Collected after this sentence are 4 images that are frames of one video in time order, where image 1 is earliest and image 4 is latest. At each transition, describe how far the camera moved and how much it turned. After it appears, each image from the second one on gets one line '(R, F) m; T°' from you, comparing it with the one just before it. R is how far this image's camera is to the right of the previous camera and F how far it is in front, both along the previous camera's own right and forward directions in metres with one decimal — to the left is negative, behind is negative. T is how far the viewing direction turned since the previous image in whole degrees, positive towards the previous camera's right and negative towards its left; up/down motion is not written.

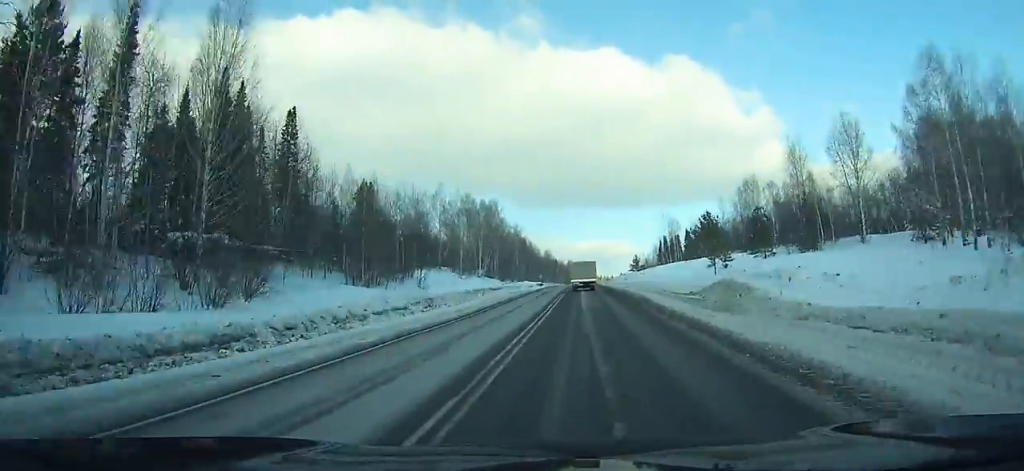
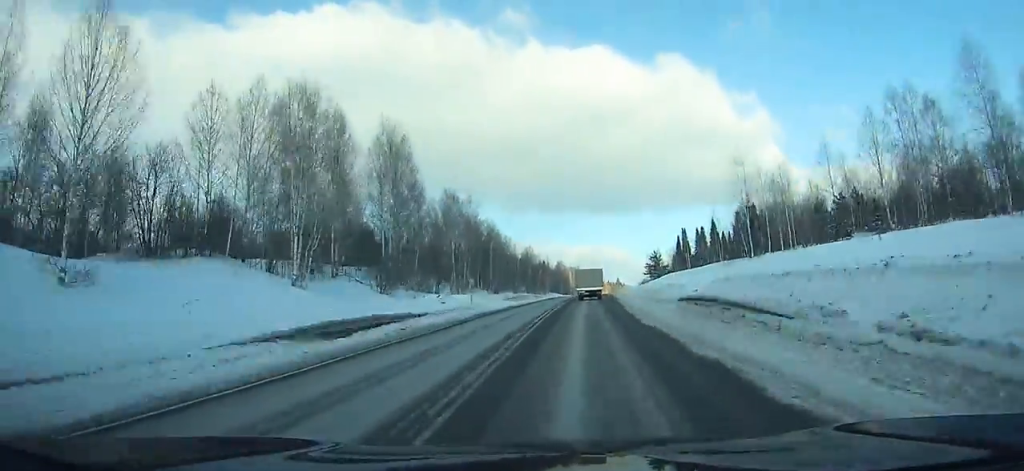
(+0.9, +74.9) m; +1°
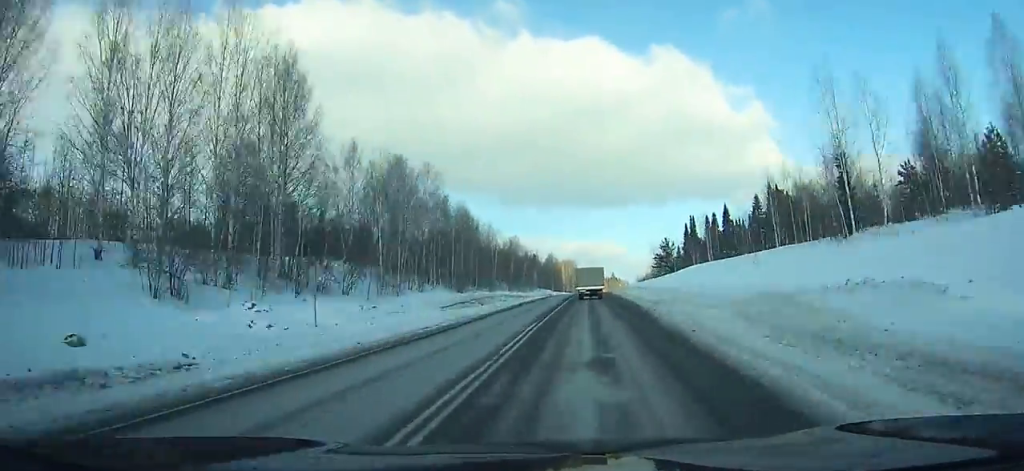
(0.0, +29.1) m; 0°
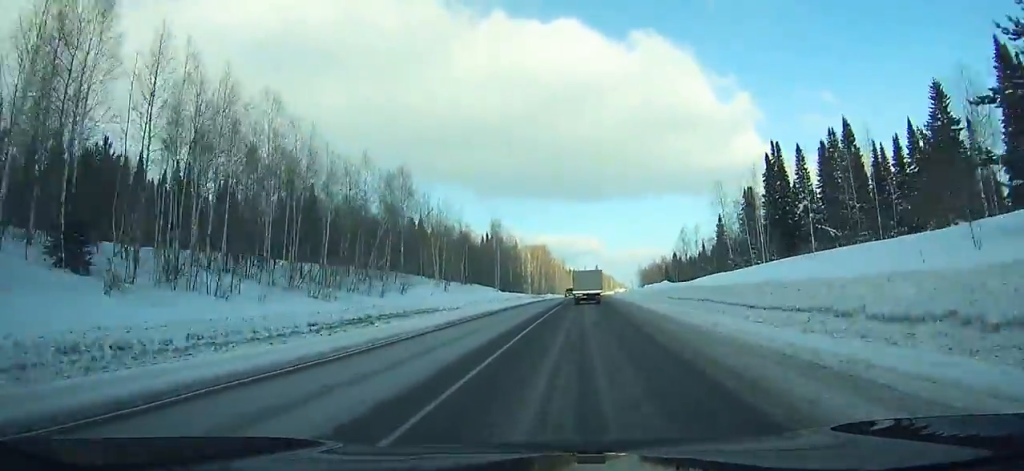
(+1.8, +108.2) m; +2°
